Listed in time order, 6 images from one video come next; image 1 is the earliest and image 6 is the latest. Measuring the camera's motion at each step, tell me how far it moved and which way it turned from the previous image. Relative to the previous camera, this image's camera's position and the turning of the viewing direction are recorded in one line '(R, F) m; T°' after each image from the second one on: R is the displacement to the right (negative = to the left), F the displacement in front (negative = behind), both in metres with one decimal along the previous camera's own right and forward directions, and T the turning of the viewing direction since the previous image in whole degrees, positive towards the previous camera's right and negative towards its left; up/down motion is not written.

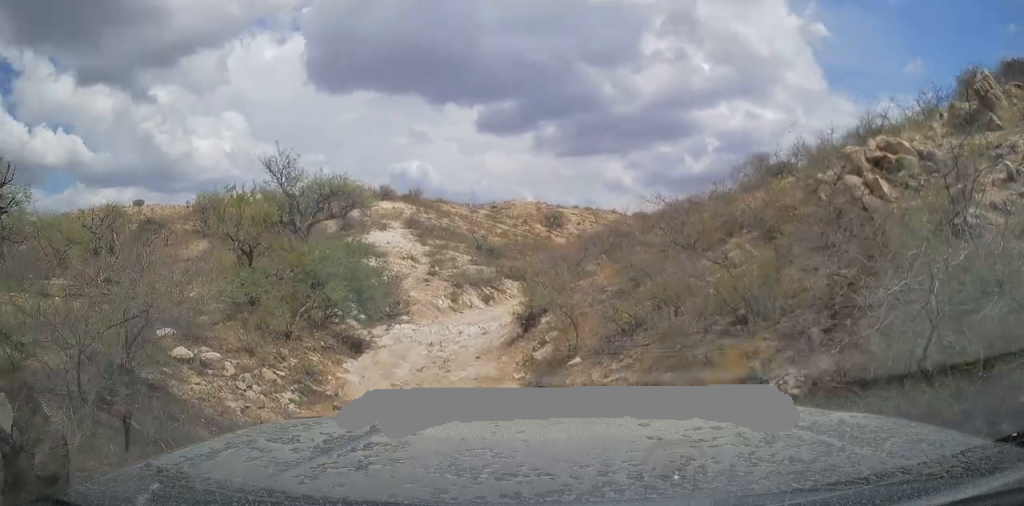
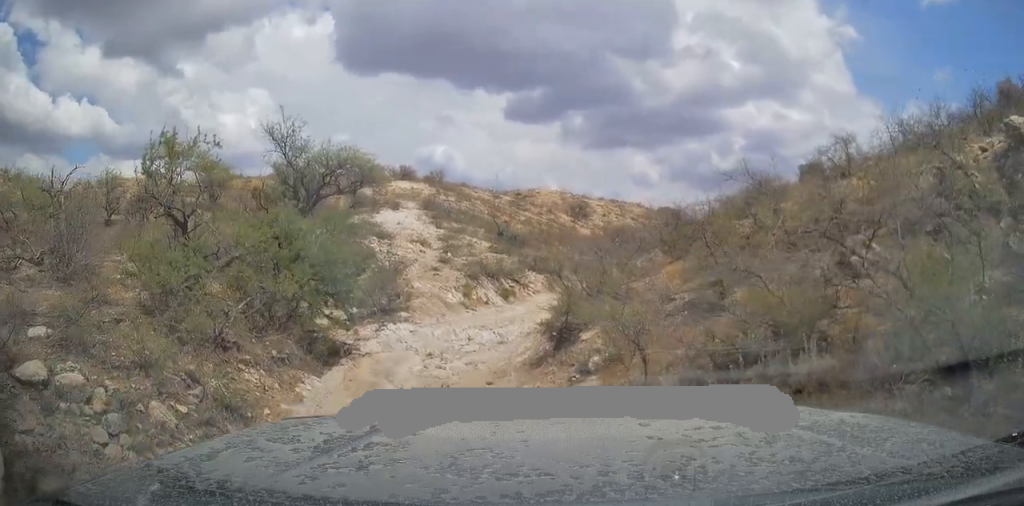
(0.0, +2.6) m; -5°
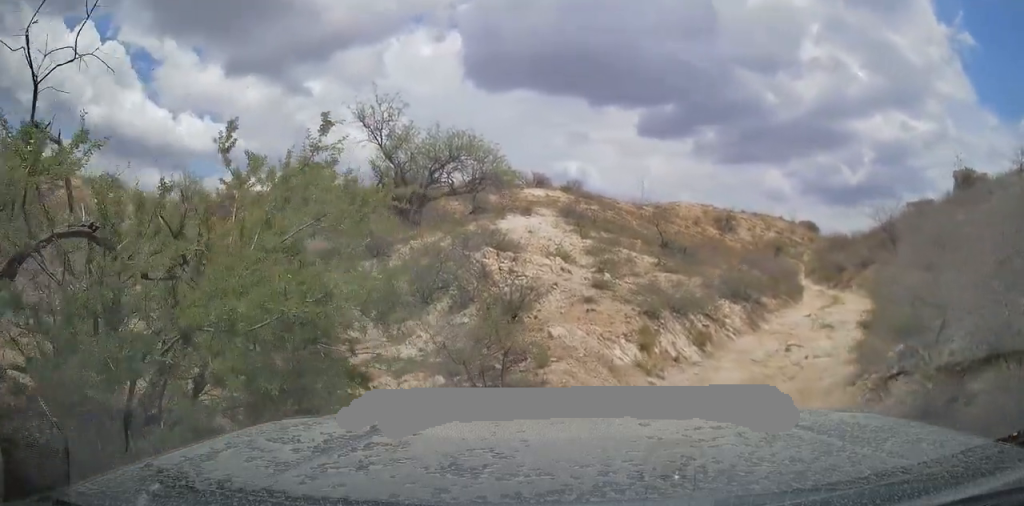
(-1.0, +6.2) m; -11°
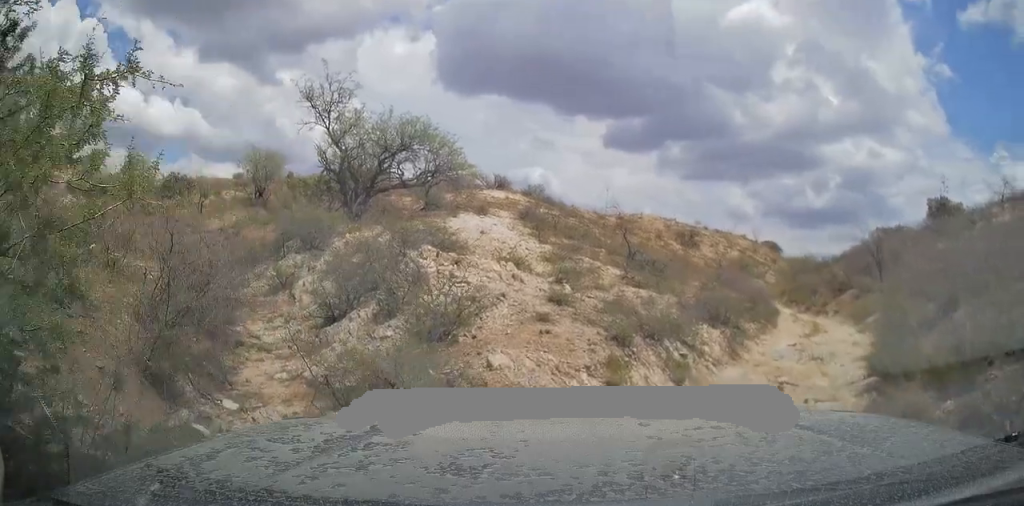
(0.0, +2.1) m; +3°
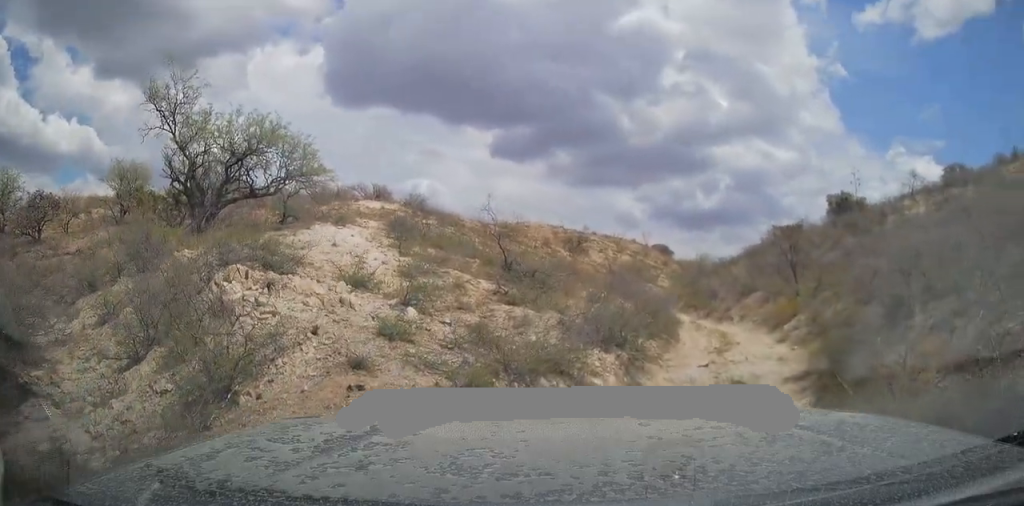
(+0.3, +2.4) m; +16°
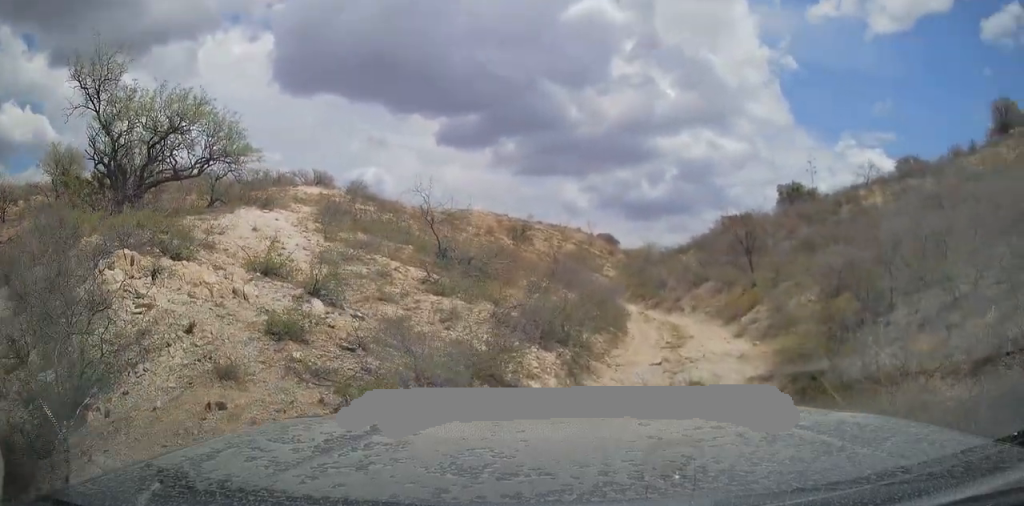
(+0.2, +1.2) m; +5°
